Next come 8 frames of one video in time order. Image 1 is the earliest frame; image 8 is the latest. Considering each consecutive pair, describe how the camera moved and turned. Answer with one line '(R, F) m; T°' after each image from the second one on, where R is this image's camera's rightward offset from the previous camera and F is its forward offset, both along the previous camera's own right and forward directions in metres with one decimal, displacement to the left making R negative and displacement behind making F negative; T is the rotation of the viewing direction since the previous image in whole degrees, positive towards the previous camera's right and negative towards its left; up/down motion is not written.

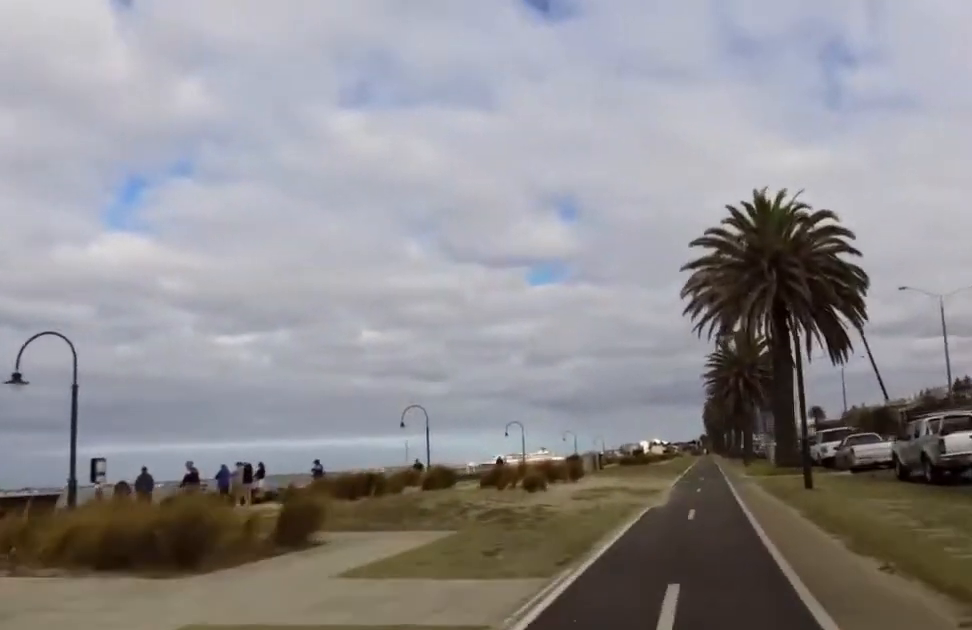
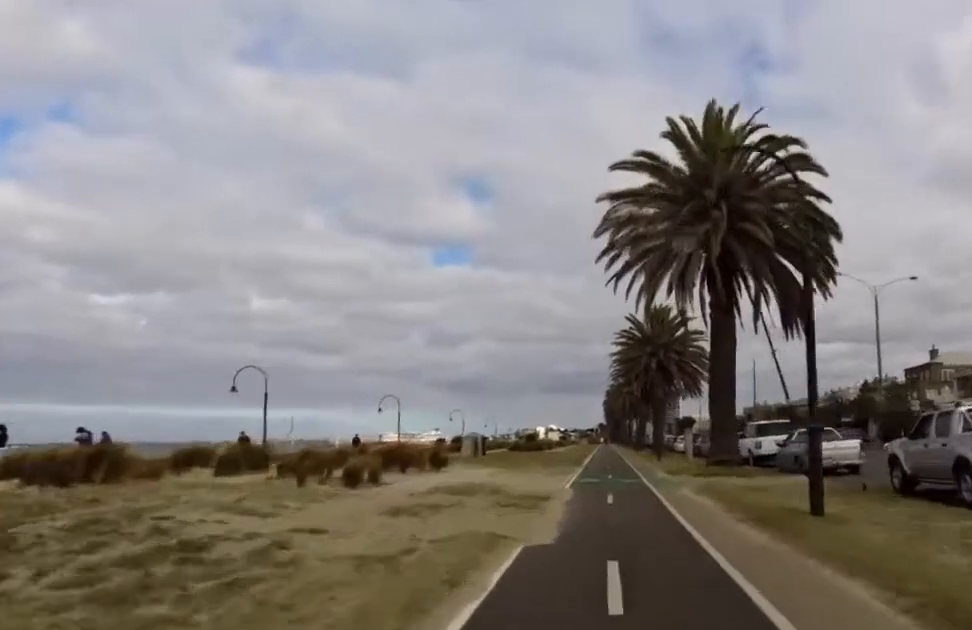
(+0.2, +7.3) m; +3°
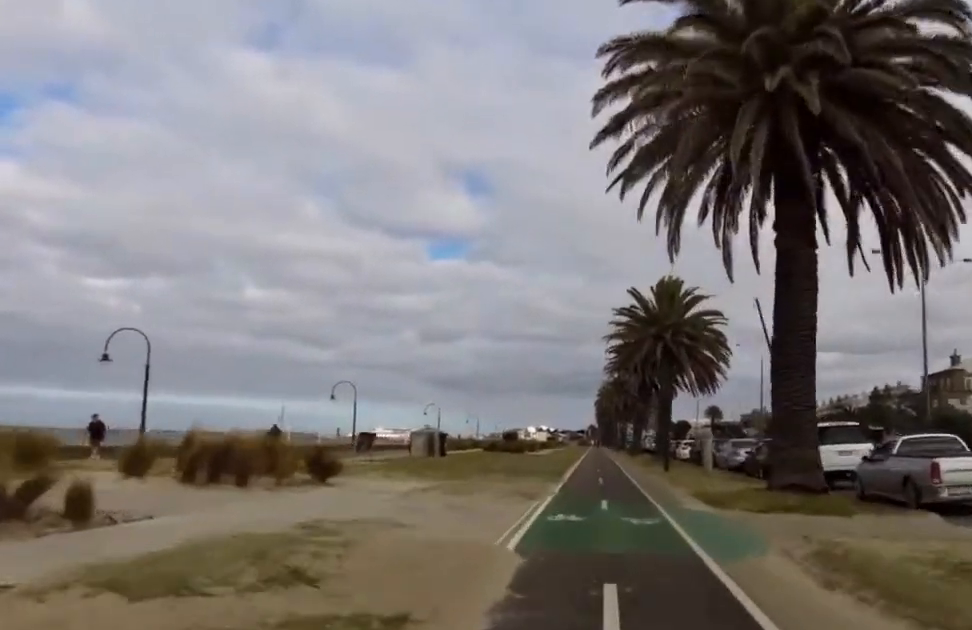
(+0.2, +8.6) m; +3°
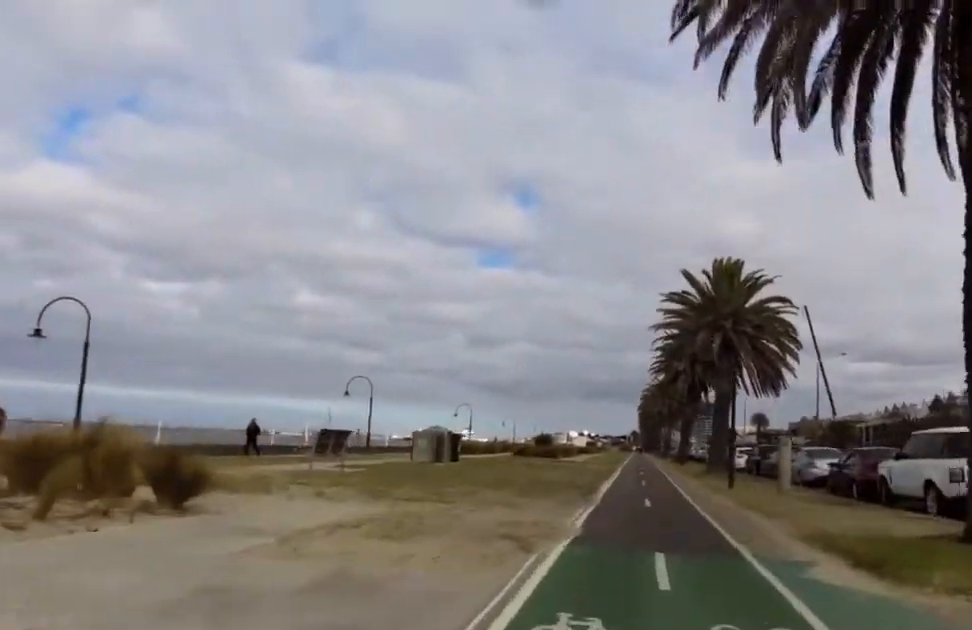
(0.0, +6.1) m; +3°
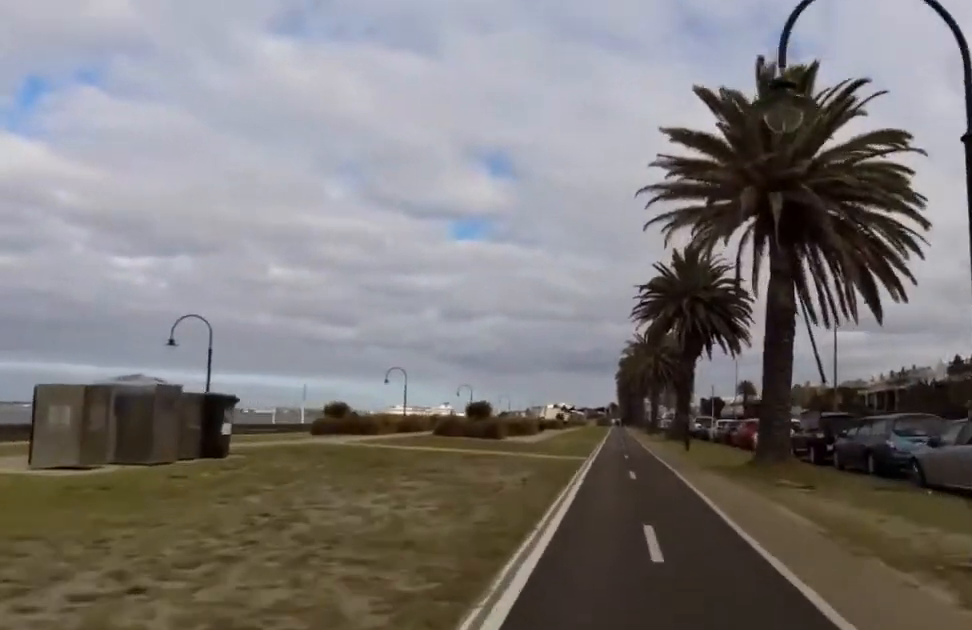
(0.0, +15.4) m; +5°
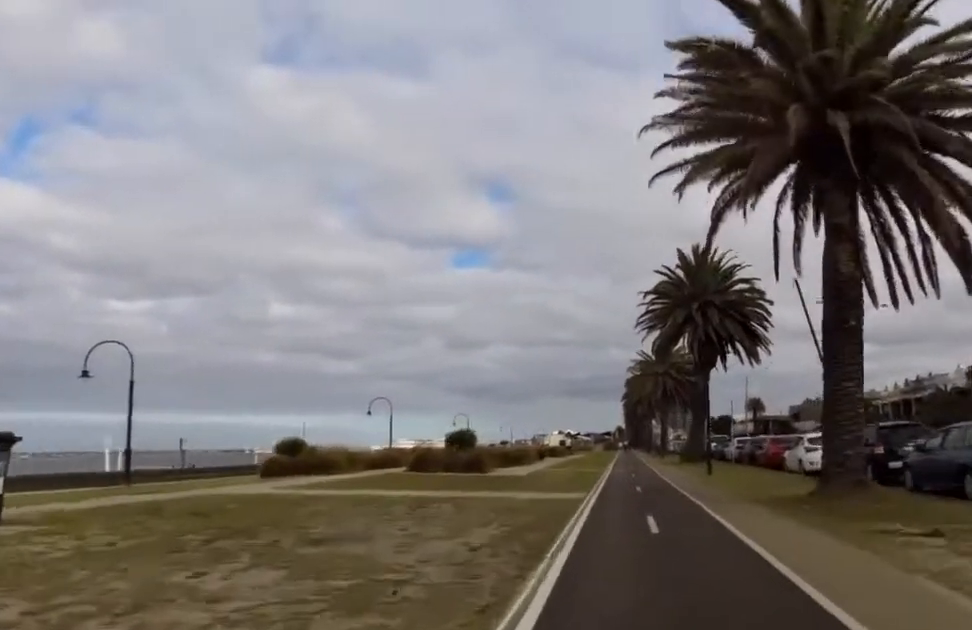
(+1.1, +4.7) m; 0°
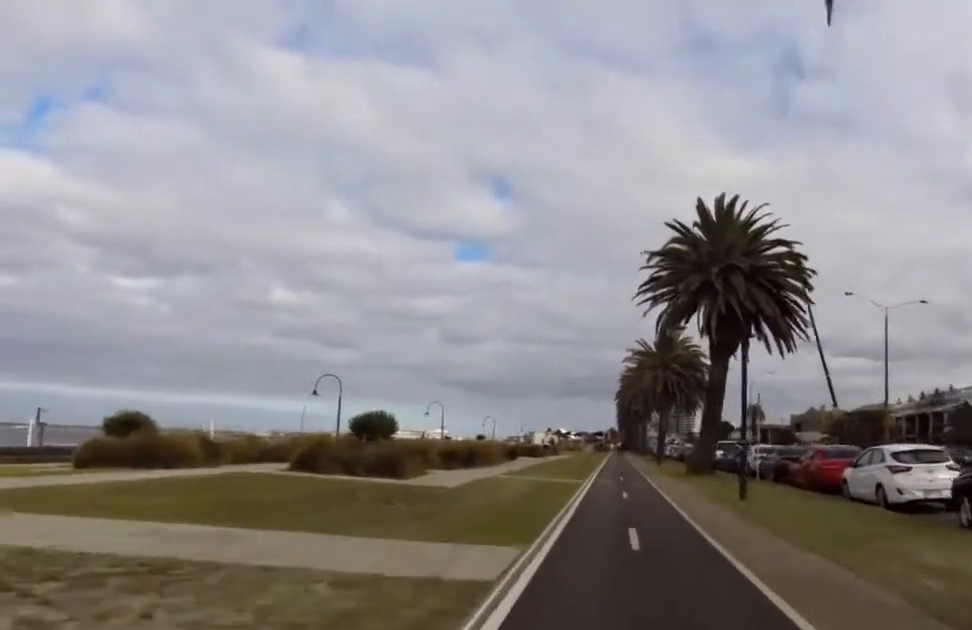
(-1.2, +8.7) m; -5°
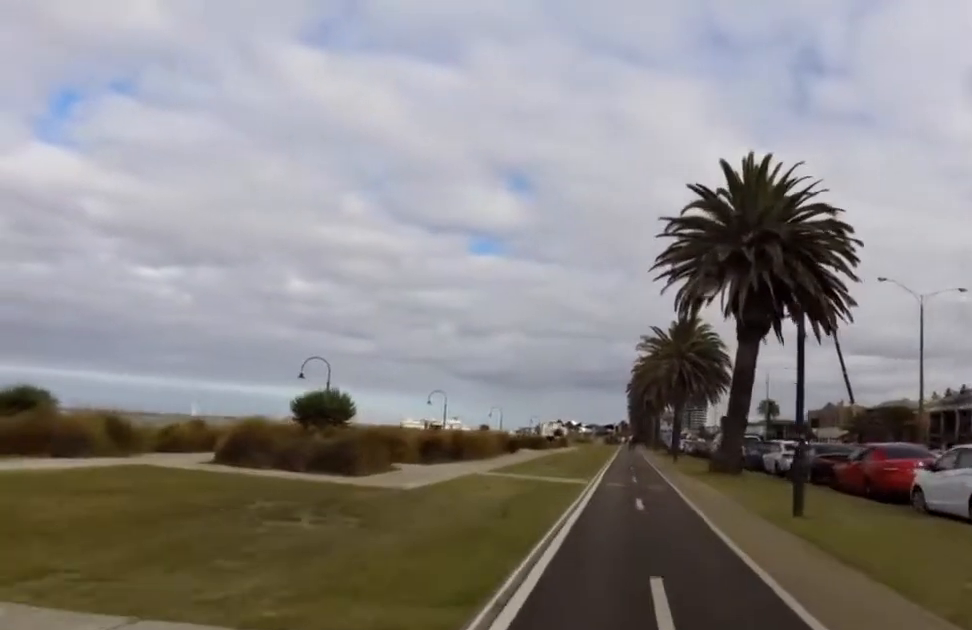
(+0.2, +4.0) m; +1°
